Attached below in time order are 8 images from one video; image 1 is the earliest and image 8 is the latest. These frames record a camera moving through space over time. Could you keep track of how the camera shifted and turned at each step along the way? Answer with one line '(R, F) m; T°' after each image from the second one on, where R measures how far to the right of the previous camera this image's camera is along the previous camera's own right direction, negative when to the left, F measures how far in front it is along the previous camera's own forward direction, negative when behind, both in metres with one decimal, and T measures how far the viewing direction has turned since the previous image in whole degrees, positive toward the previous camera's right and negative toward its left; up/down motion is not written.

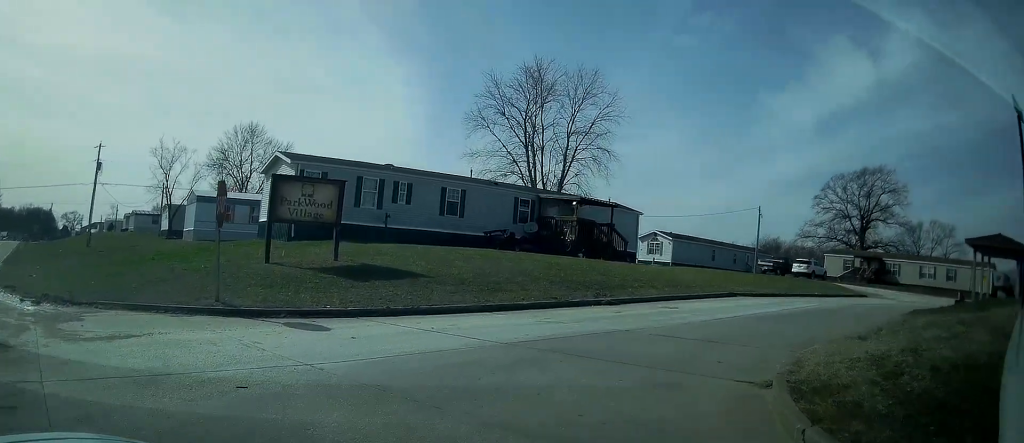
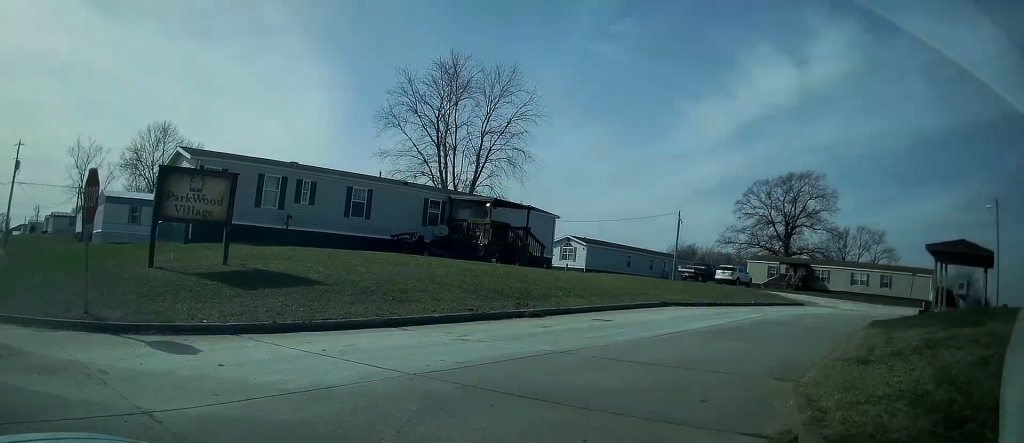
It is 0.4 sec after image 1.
(+0.6, +2.0) m; +10°
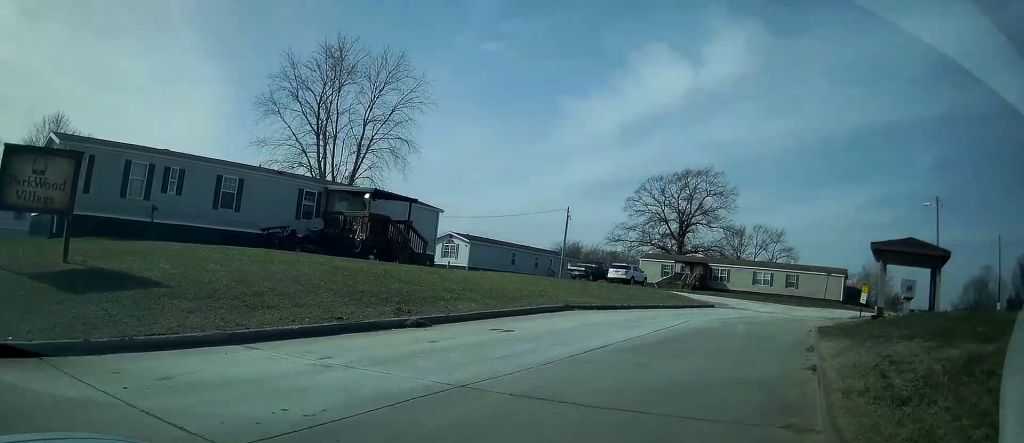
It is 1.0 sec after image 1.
(+0.3, +2.6) m; +10°
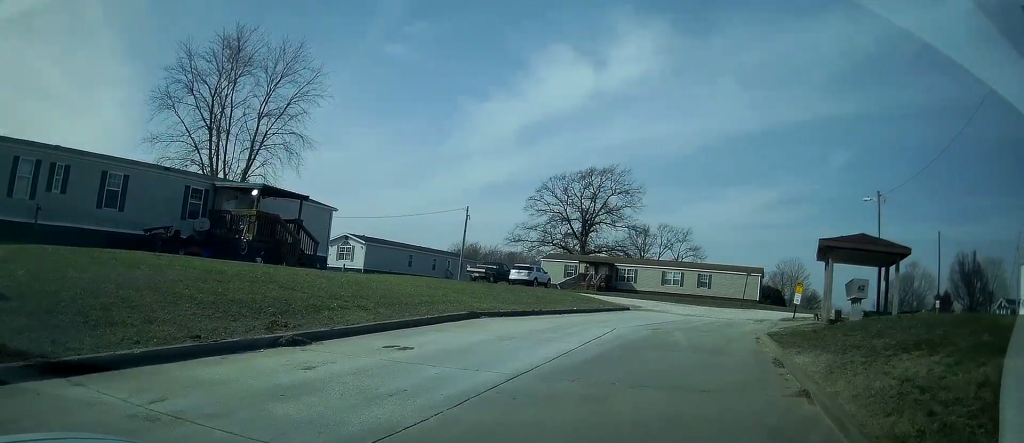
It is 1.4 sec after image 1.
(-0.1, +2.2) m; +6°
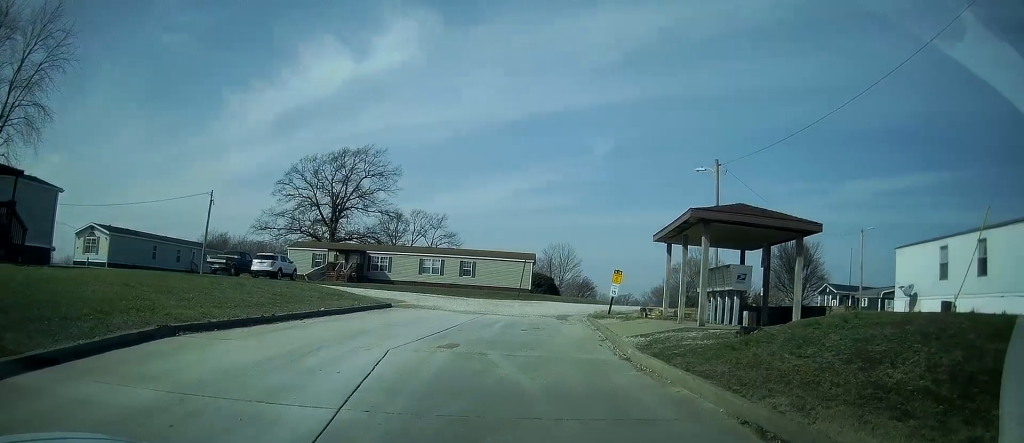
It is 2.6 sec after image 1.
(+0.8, +5.4) m; +21°
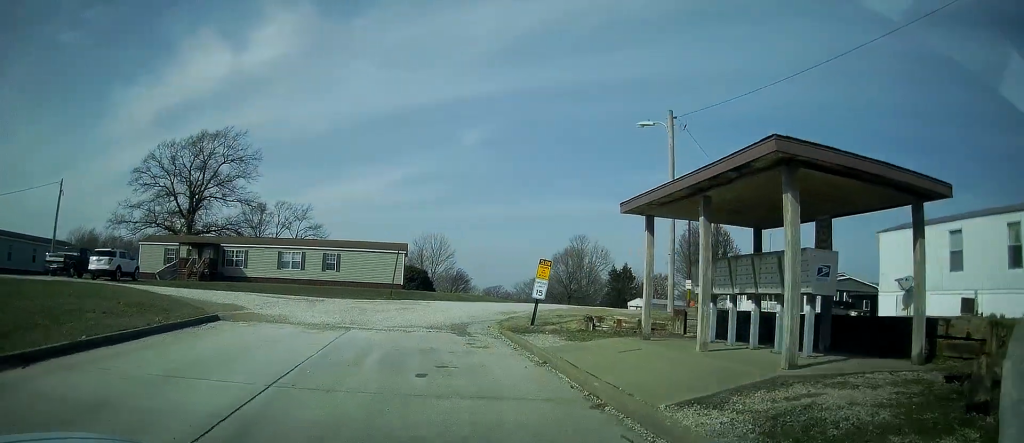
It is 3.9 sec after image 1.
(+1.2, +7.0) m; +13°
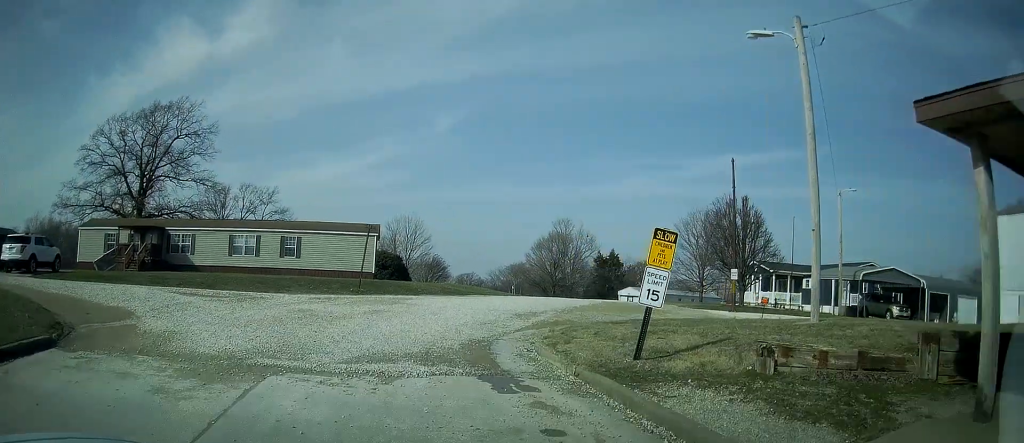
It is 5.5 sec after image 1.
(+0.7, +8.1) m; +9°
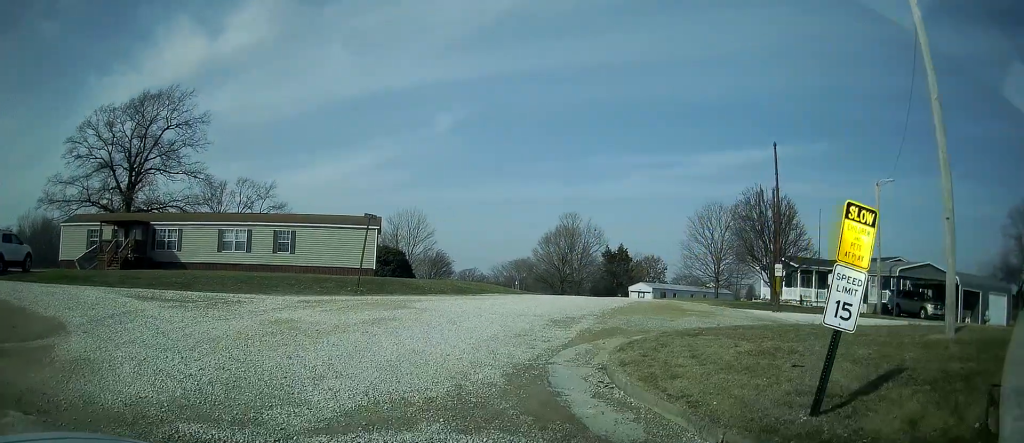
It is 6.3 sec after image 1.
(0.0, +3.7) m; +3°
